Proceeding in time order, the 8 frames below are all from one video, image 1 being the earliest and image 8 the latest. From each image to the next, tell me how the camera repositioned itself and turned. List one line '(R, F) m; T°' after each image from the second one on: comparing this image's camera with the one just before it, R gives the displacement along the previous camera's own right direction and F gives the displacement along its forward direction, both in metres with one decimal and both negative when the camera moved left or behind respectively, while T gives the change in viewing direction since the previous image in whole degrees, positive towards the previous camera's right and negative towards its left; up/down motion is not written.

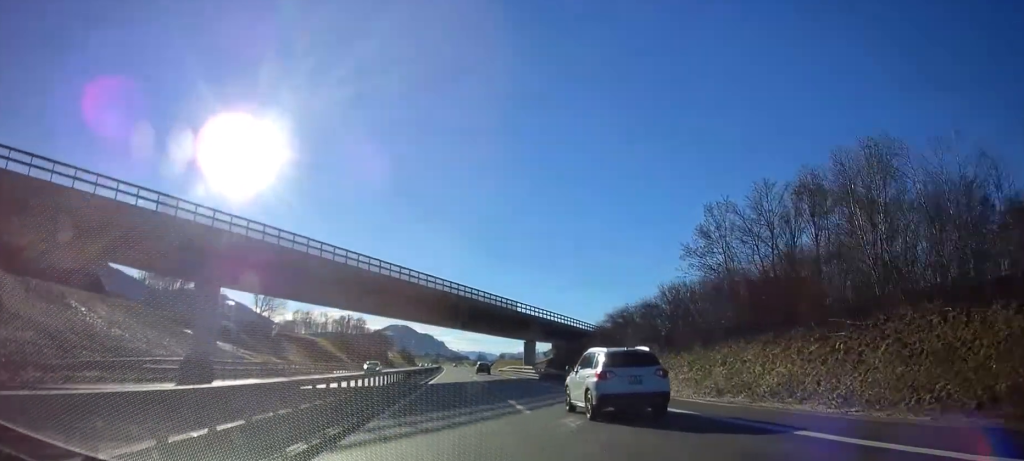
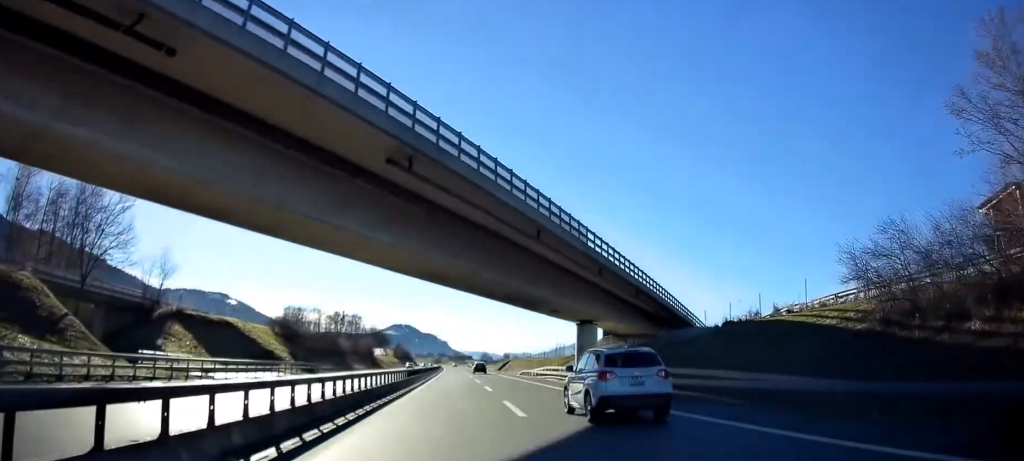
(-0.2, +37.4) m; -1°
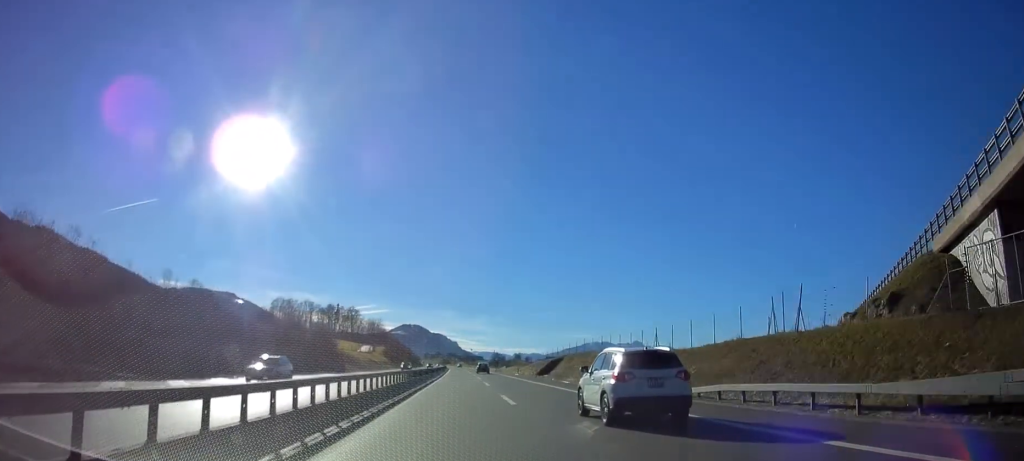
(-0.4, +57.3) m; -1°
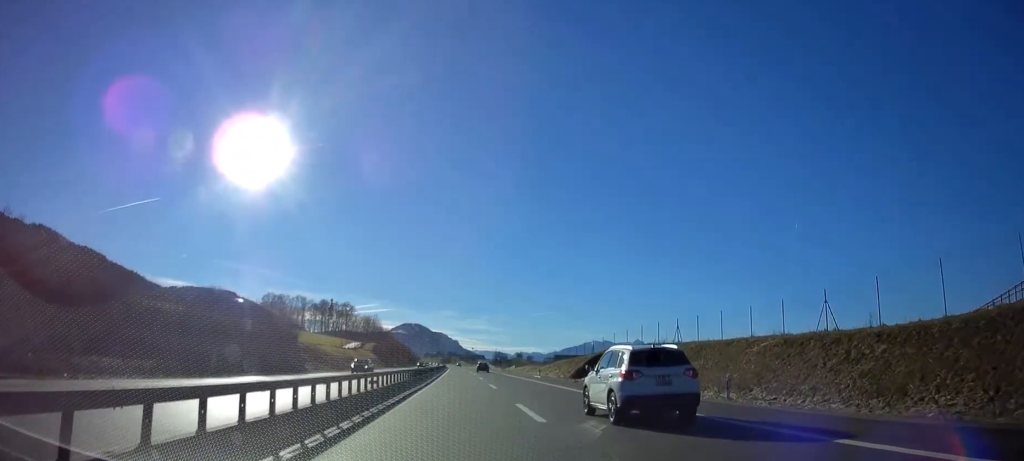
(0.0, +23.7) m; 0°
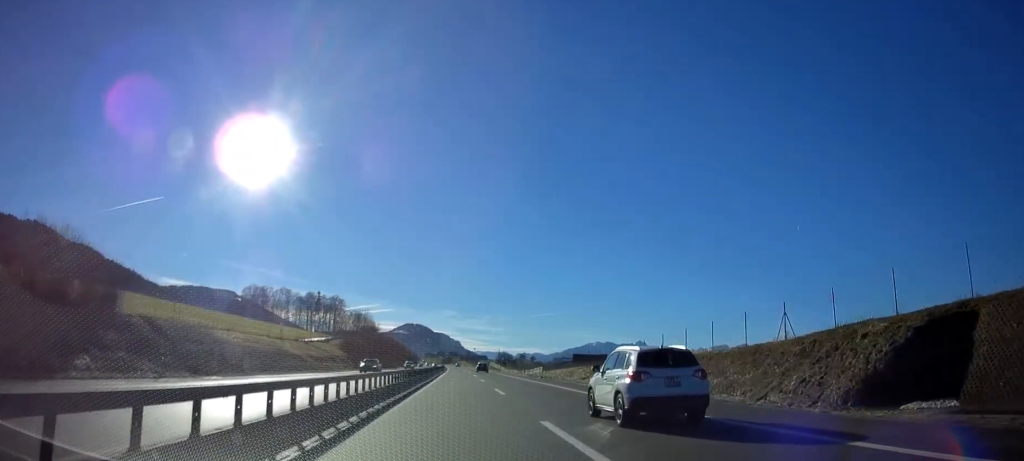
(-0.2, +41.6) m; 0°
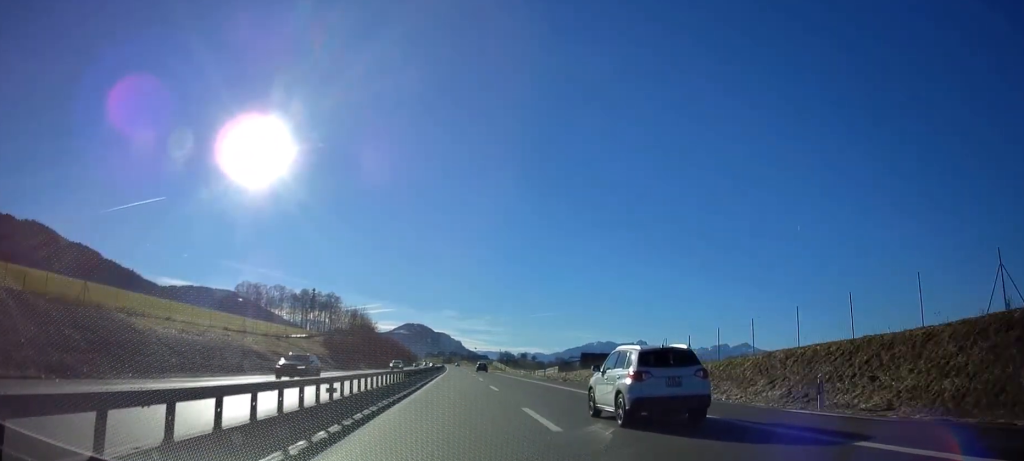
(0.0, +14.6) m; 0°
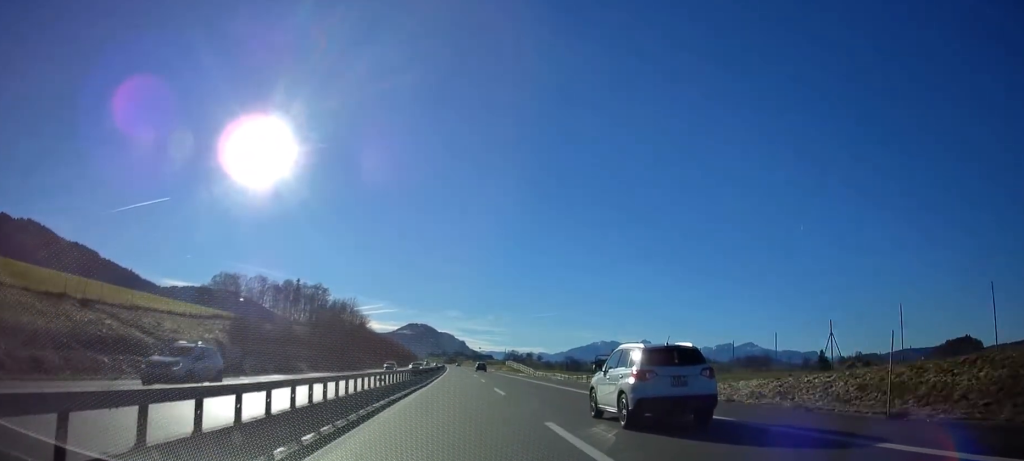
(-0.1, +40.6) m; 0°
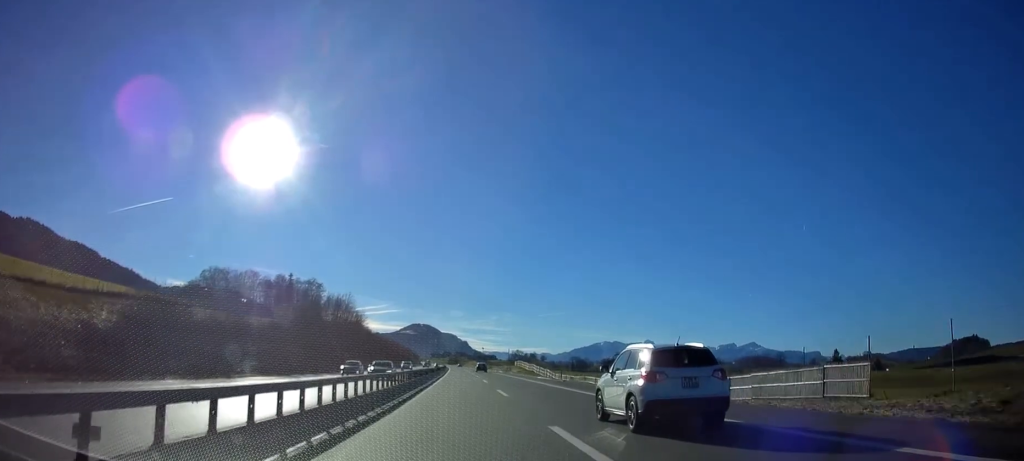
(0.0, +18.0) m; 0°
